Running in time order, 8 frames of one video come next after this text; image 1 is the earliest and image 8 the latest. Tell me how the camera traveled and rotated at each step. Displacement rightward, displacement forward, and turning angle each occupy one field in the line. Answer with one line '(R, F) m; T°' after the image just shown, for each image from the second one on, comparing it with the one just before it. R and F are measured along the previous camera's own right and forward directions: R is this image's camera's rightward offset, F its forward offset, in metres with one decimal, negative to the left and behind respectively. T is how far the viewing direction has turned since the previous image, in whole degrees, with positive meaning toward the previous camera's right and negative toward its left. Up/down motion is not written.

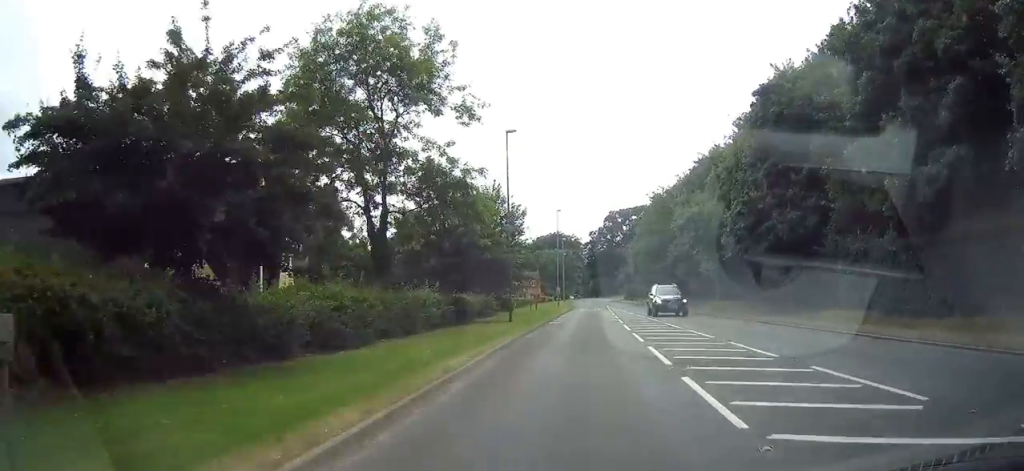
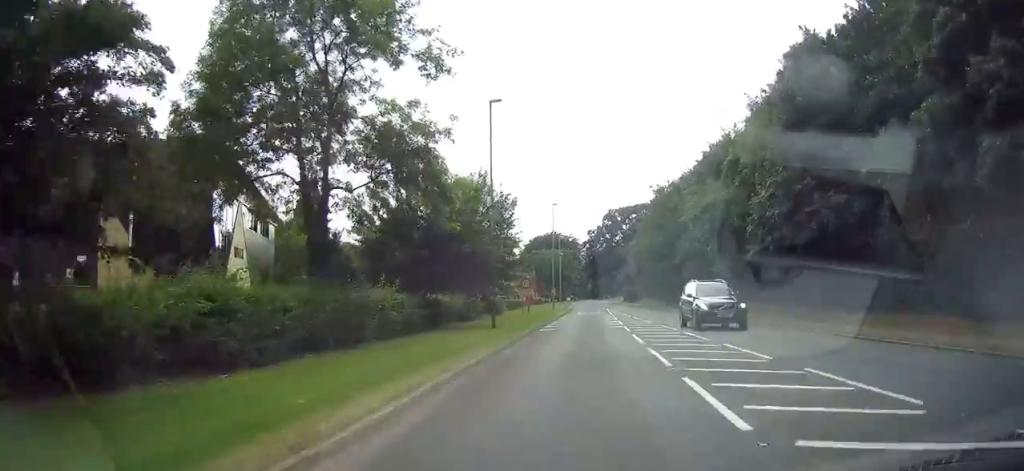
(+0.1, +6.2) m; +1°
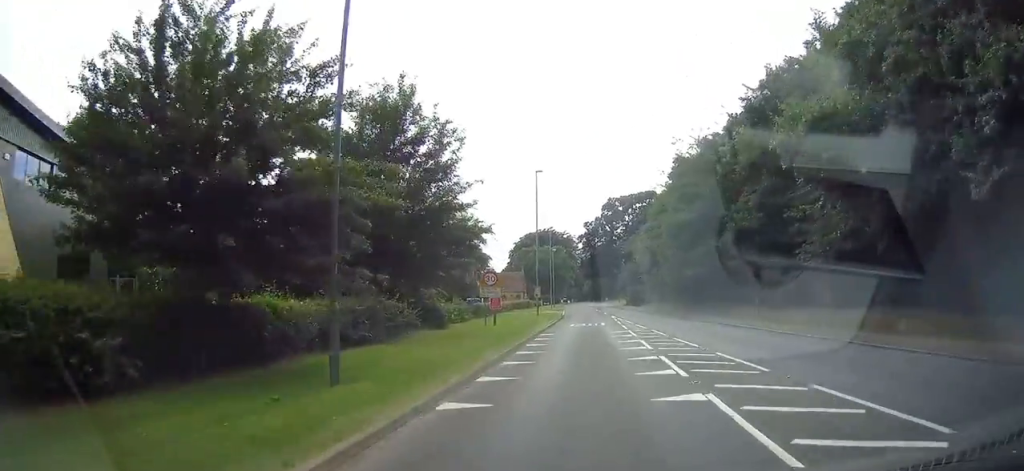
(+0.1, +19.4) m; 0°
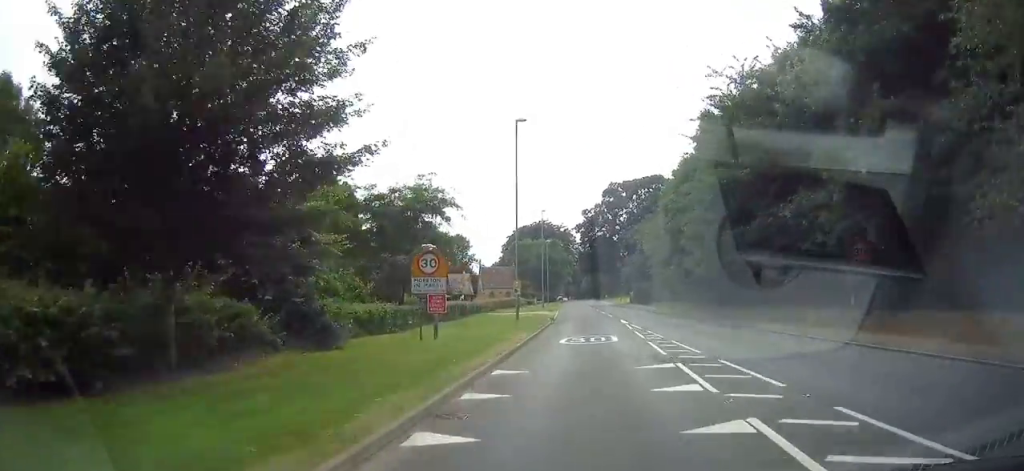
(0.0, +14.1) m; 0°
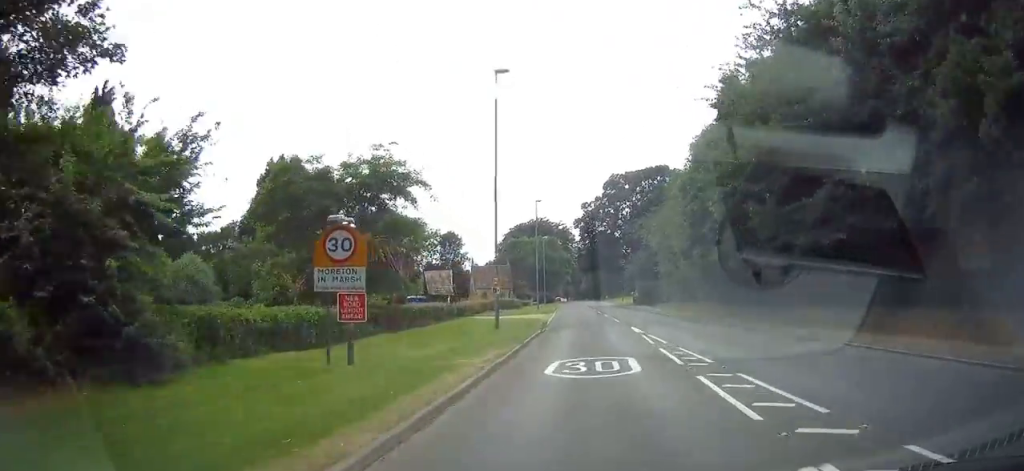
(0.0, +8.1) m; 0°
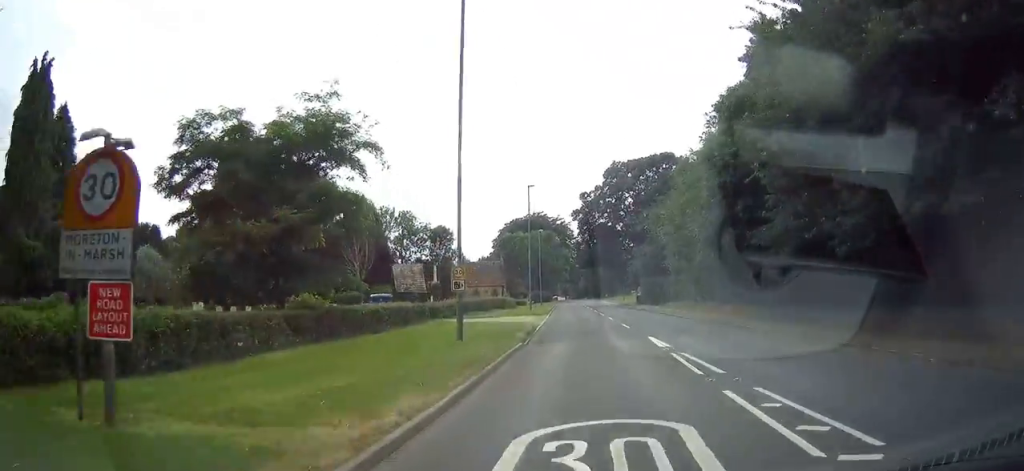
(0.0, +7.7) m; 0°
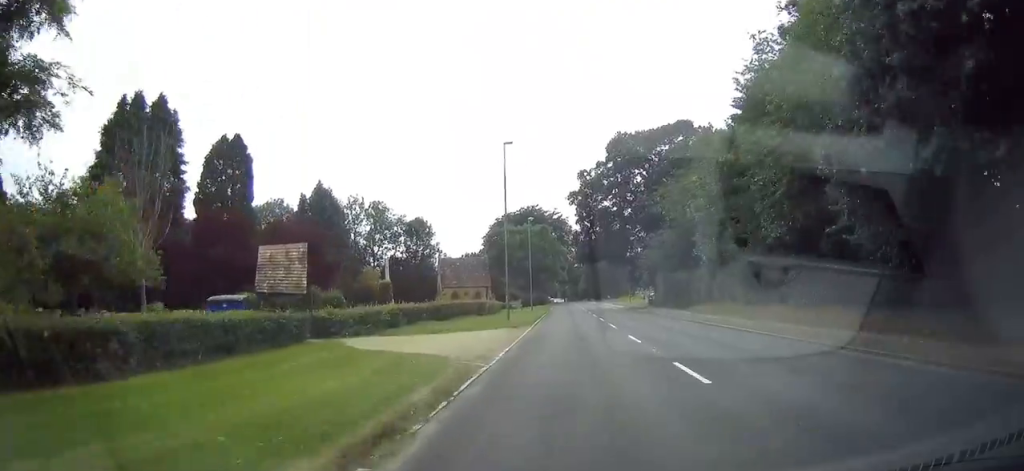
(0.0, +16.7) m; 0°
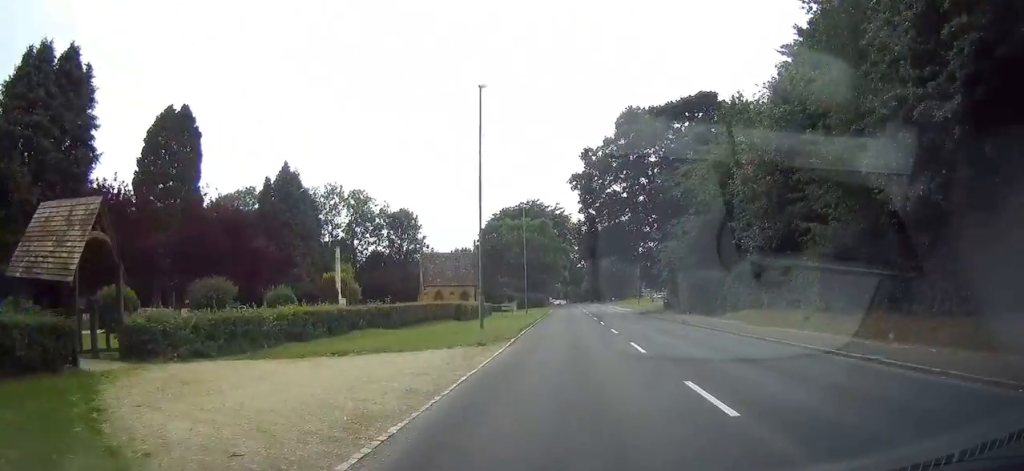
(0.0, +11.3) m; 0°
